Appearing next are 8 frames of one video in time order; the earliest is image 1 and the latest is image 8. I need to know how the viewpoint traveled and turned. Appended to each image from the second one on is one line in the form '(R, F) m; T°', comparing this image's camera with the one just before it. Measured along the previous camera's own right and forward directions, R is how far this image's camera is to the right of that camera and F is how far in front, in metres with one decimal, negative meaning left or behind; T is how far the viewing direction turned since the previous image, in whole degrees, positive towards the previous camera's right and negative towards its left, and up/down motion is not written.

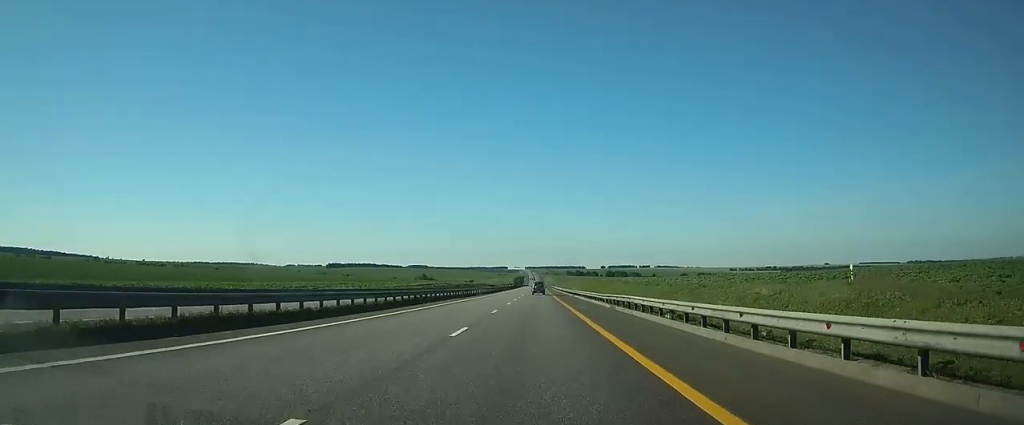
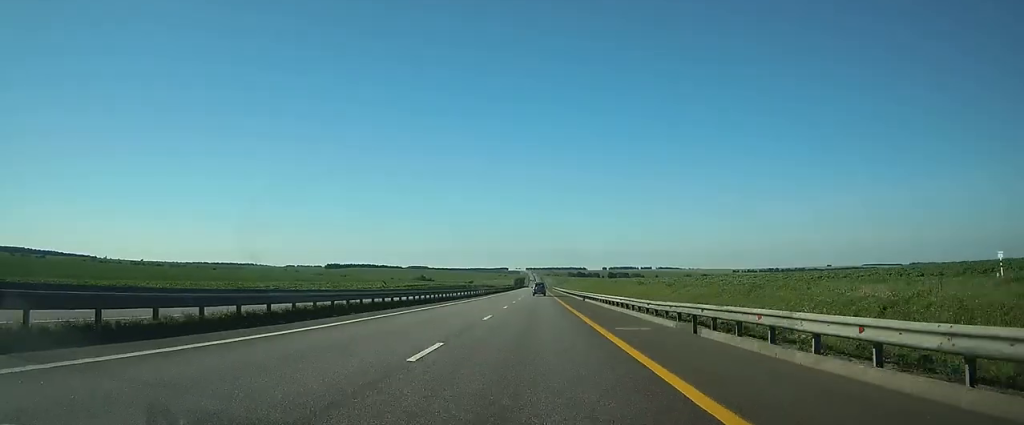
(0.0, +16.8) m; 0°
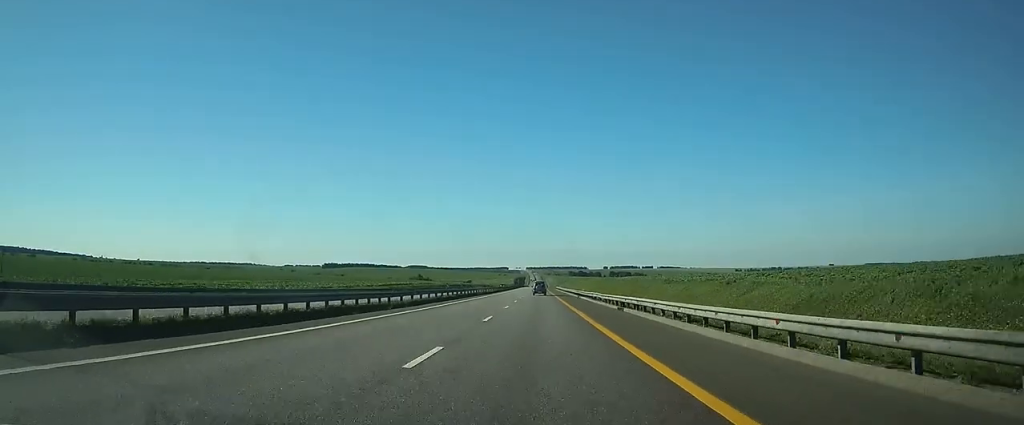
(-0.1, +24.7) m; 0°
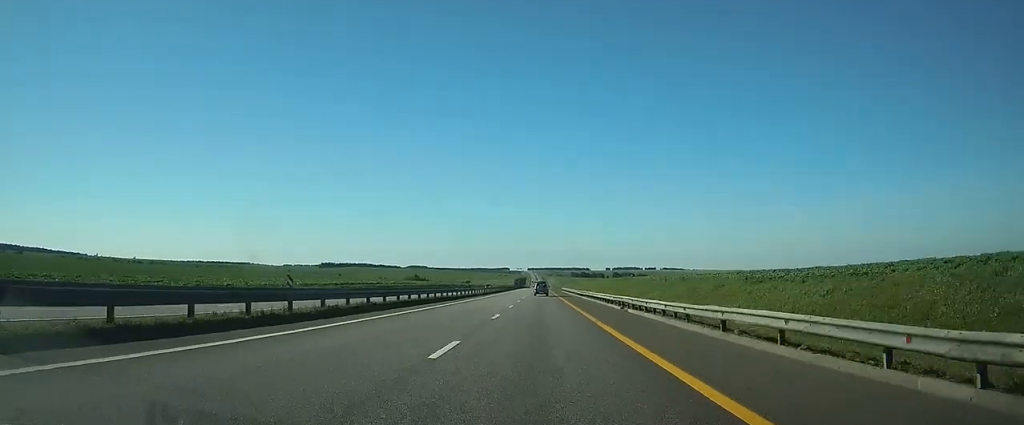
(-0.1, +34.5) m; 0°
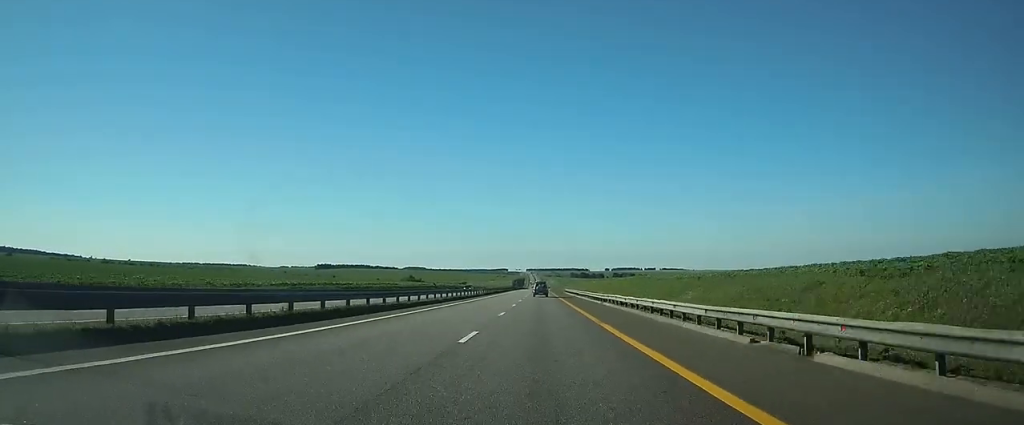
(0.0, +20.7) m; 0°
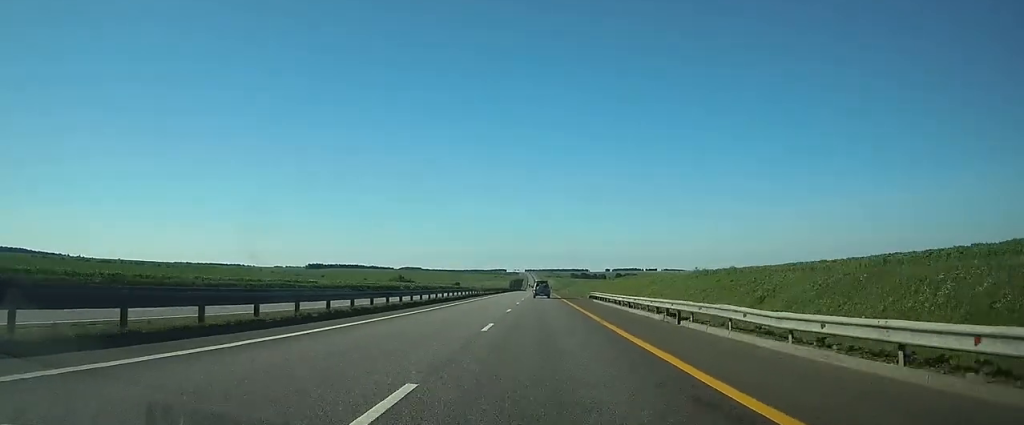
(0.0, +55.7) m; 0°
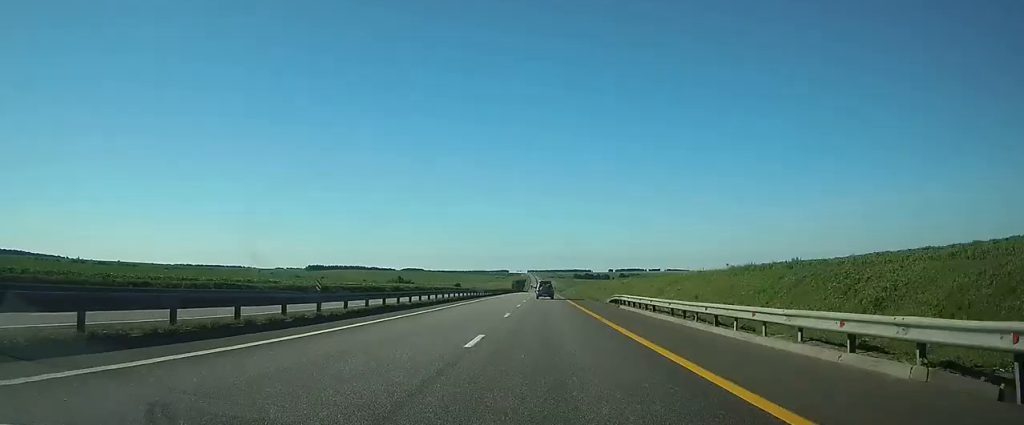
(0.0, +16.0) m; 0°
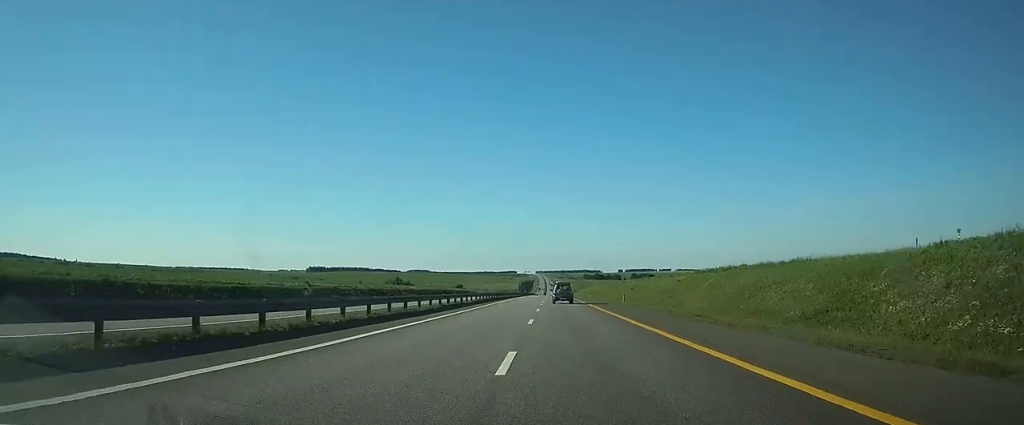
(-0.1, +50.8) m; 0°
